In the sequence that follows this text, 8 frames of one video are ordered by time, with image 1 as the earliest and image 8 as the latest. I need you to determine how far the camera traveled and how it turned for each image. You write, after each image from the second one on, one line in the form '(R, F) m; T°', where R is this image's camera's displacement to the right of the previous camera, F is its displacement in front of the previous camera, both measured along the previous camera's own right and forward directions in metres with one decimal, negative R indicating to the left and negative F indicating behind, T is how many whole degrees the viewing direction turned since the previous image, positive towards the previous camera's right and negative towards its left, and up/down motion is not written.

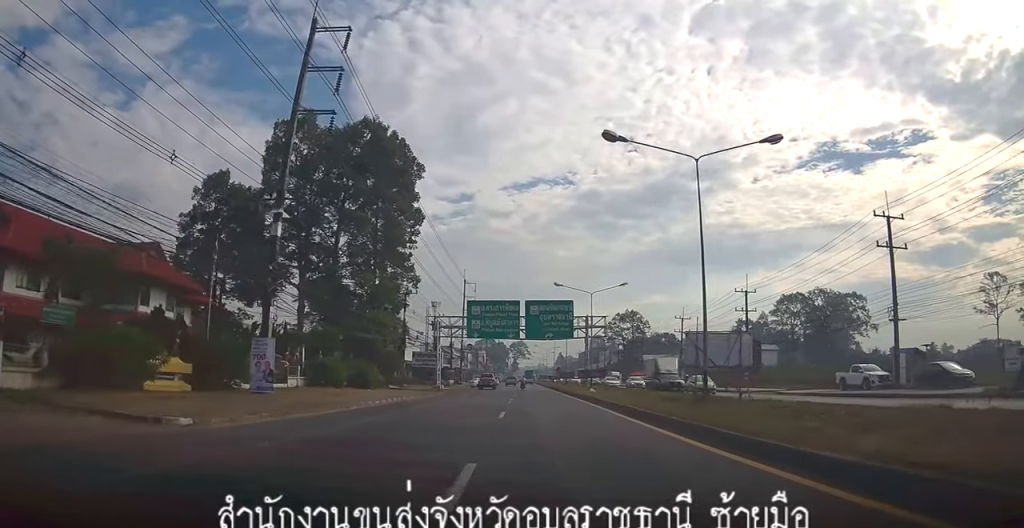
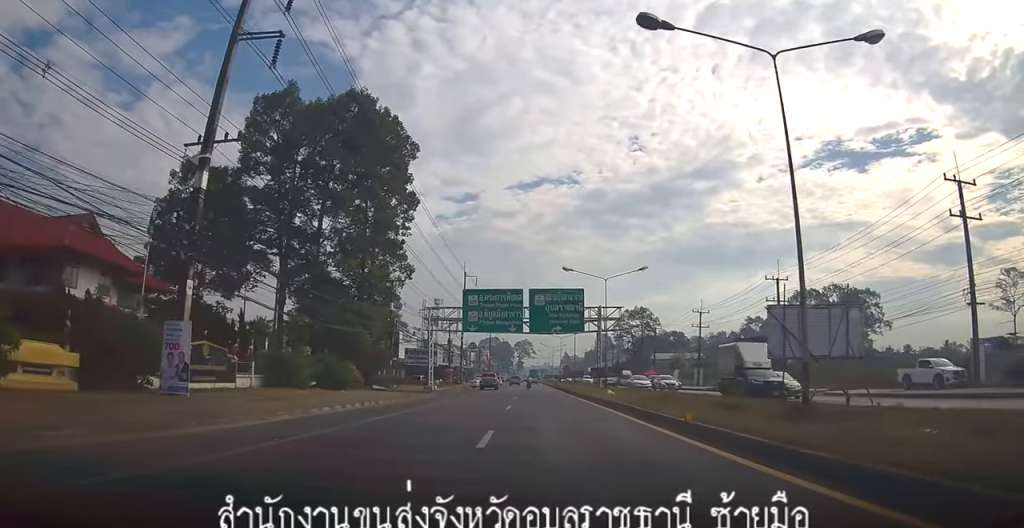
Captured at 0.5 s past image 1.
(0.0, +7.1) m; 0°
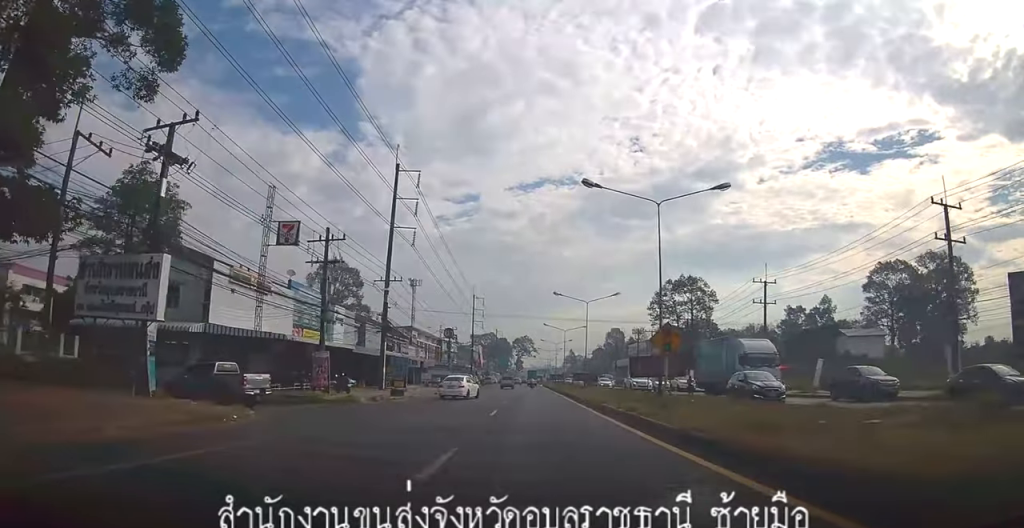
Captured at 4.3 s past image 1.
(-0.8, +49.9) m; -3°
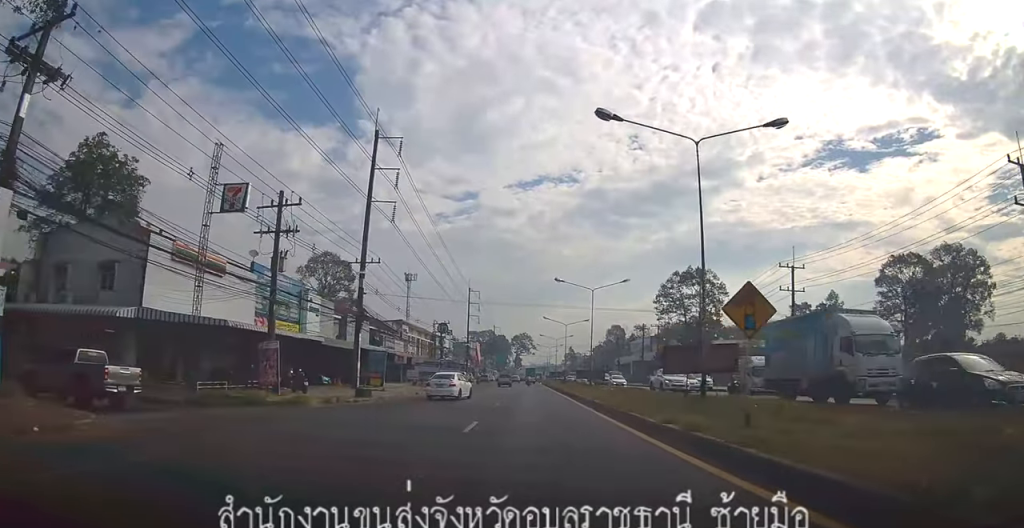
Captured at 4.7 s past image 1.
(0.0, +6.4) m; 0°
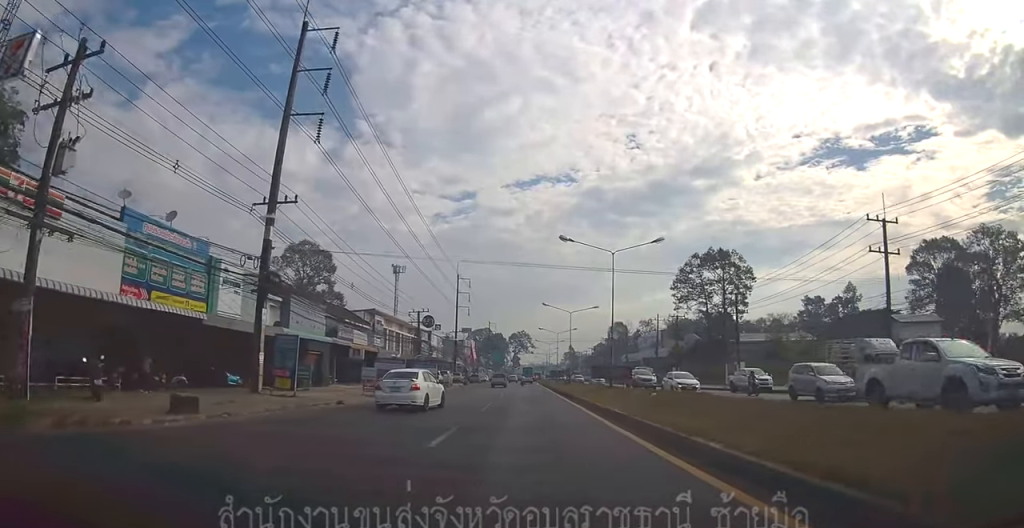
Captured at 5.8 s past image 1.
(0.0, +14.2) m; 0°
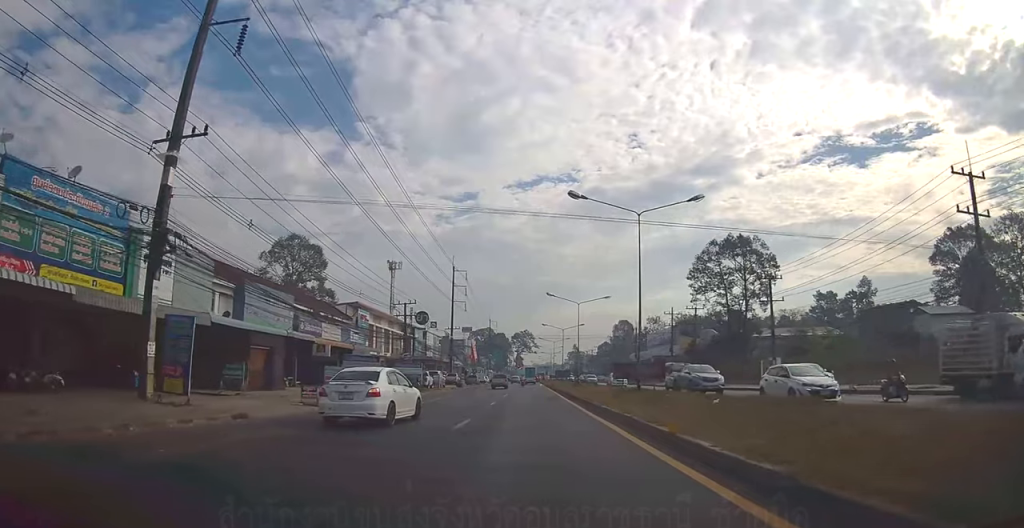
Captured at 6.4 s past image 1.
(0.0, +8.3) m; +1°
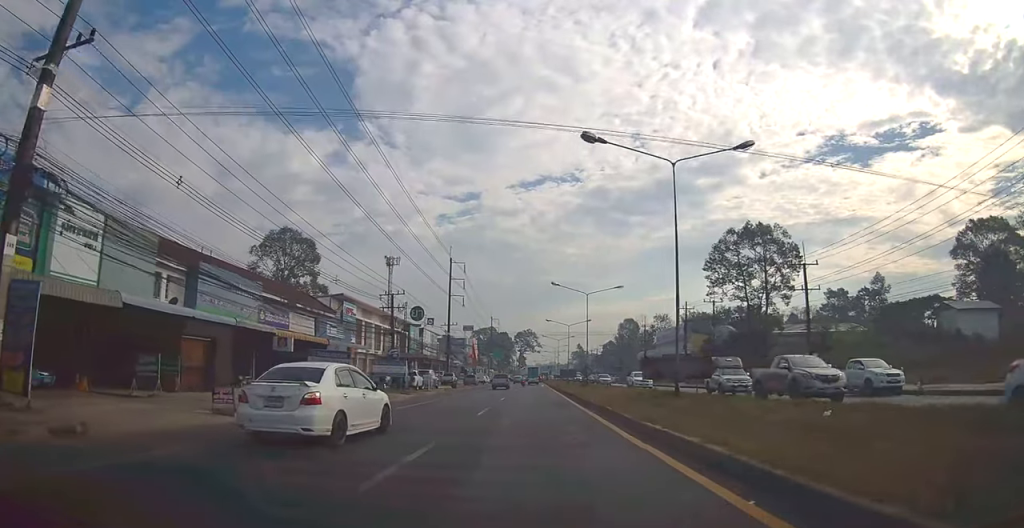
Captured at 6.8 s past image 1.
(+0.1, +6.5) m; 0°
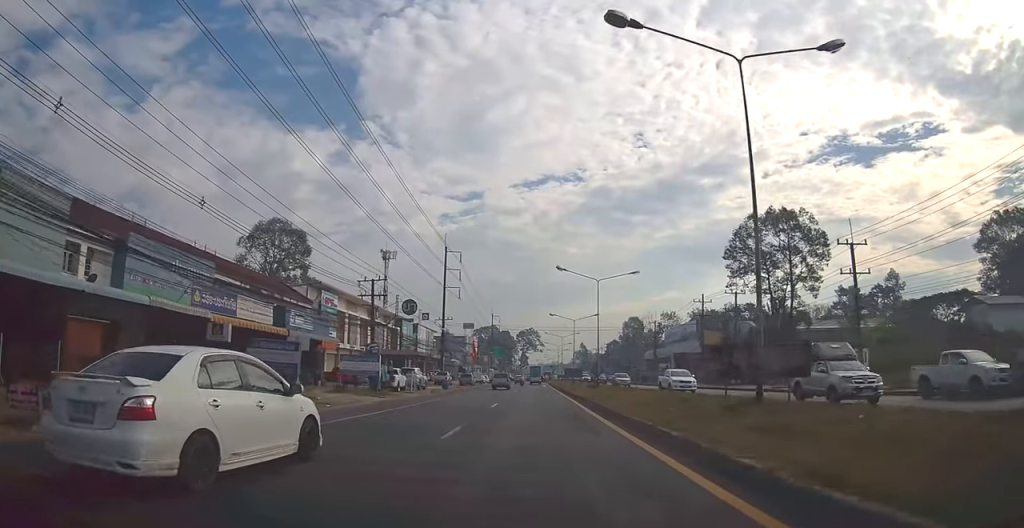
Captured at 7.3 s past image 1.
(+0.1, +7.2) m; 0°
